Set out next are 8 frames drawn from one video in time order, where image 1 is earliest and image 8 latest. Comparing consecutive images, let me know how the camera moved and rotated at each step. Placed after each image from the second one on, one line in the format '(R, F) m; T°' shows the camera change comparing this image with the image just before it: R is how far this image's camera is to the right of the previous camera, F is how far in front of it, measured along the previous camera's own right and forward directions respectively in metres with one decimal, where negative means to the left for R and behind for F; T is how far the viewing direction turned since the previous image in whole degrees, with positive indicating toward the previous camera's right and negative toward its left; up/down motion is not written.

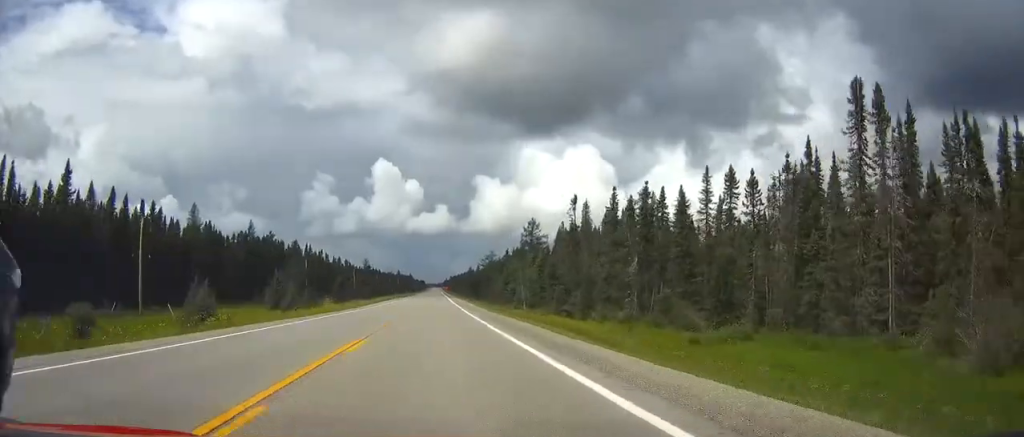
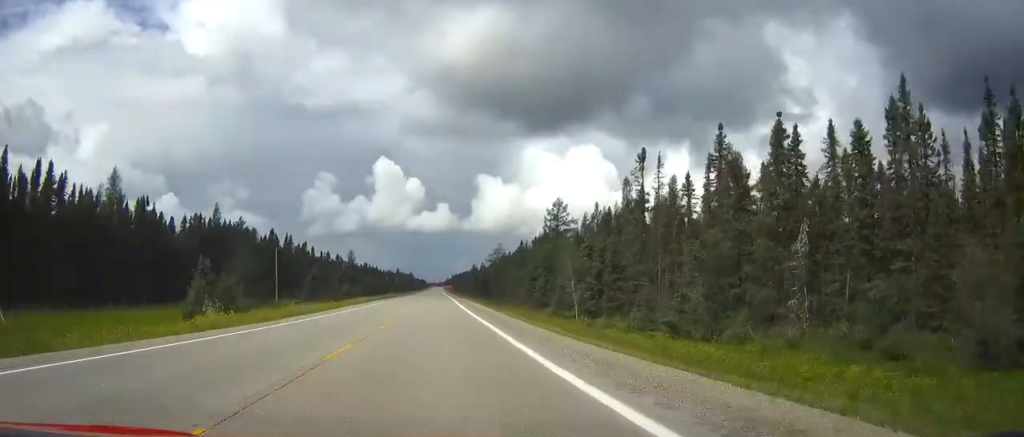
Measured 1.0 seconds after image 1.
(-0.1, +29.6) m; 0°
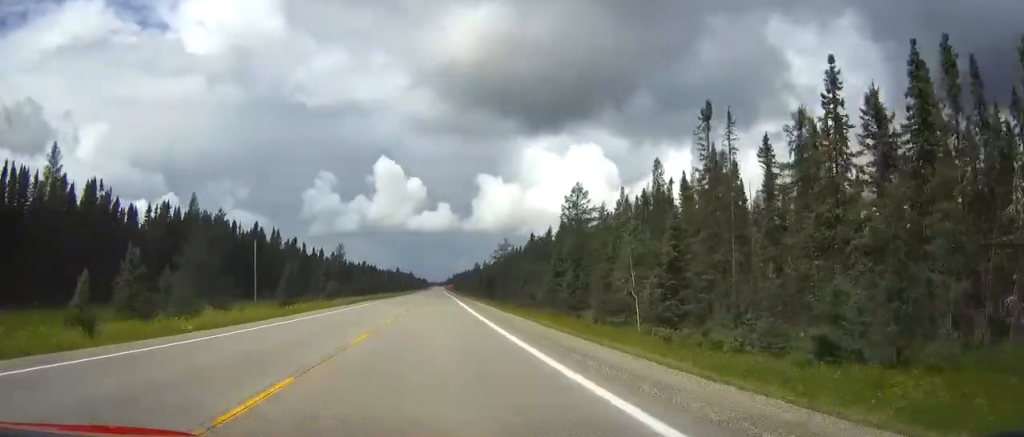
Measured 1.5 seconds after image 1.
(0.0, +15.4) m; 0°
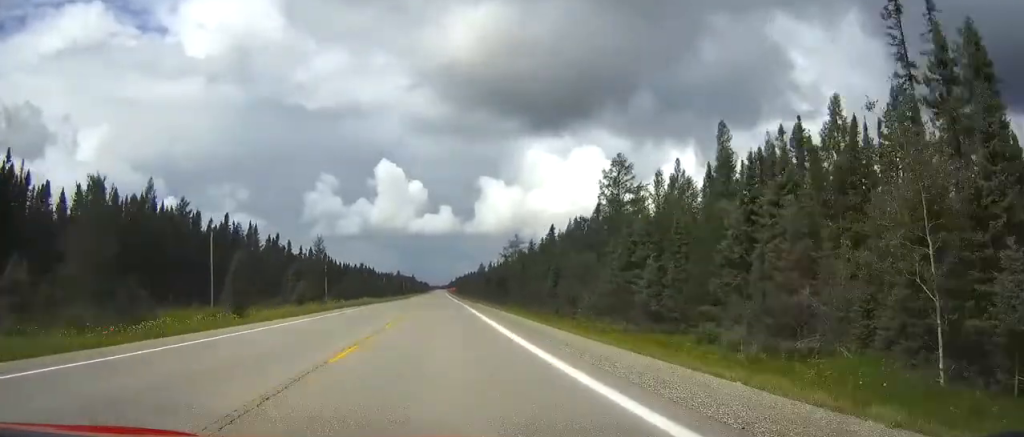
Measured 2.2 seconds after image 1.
(-0.1, +22.8) m; 0°
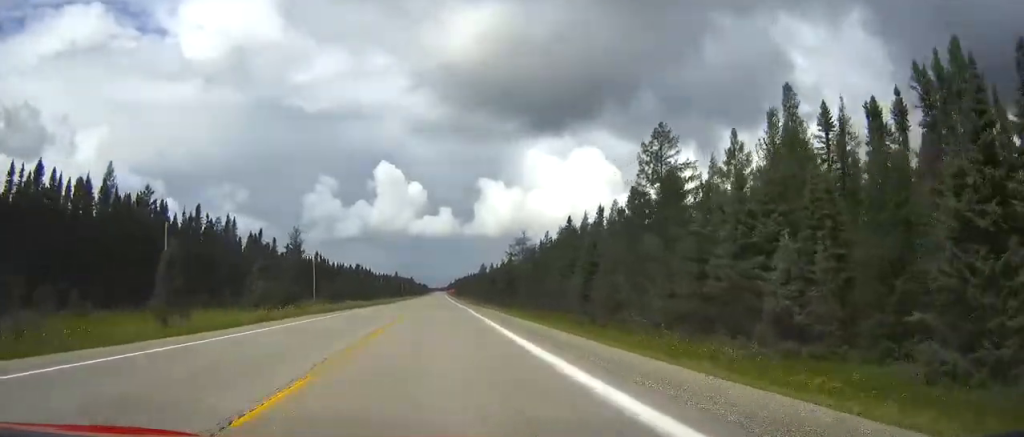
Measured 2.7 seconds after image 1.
(0.0, +15.6) m; 0°
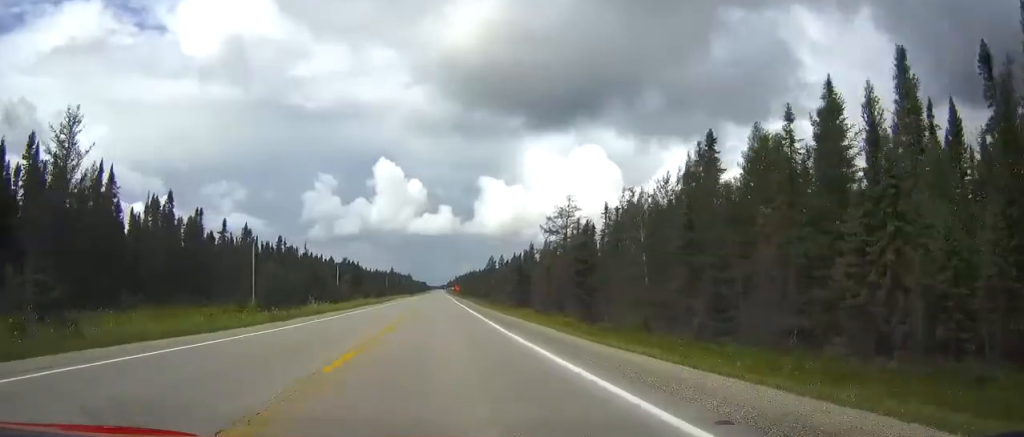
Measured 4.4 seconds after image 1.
(+0.3, +53.2) m; +1°
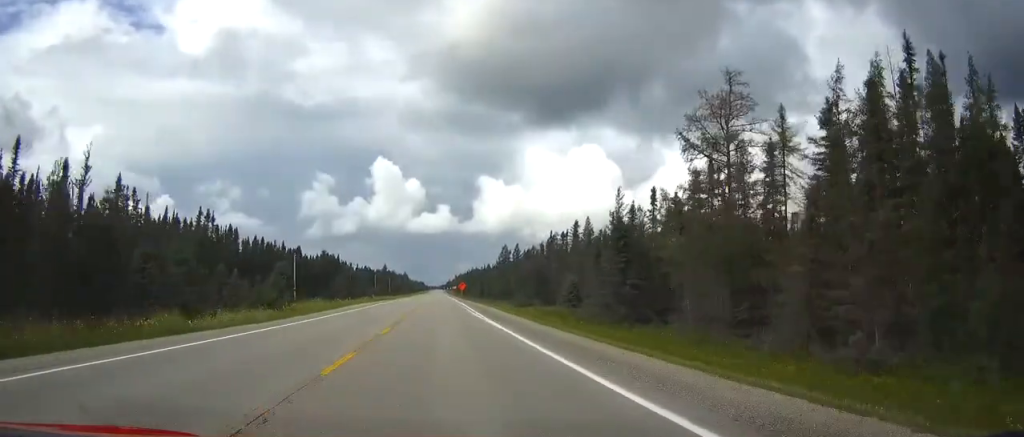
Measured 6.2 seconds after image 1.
(0.0, +57.8) m; 0°
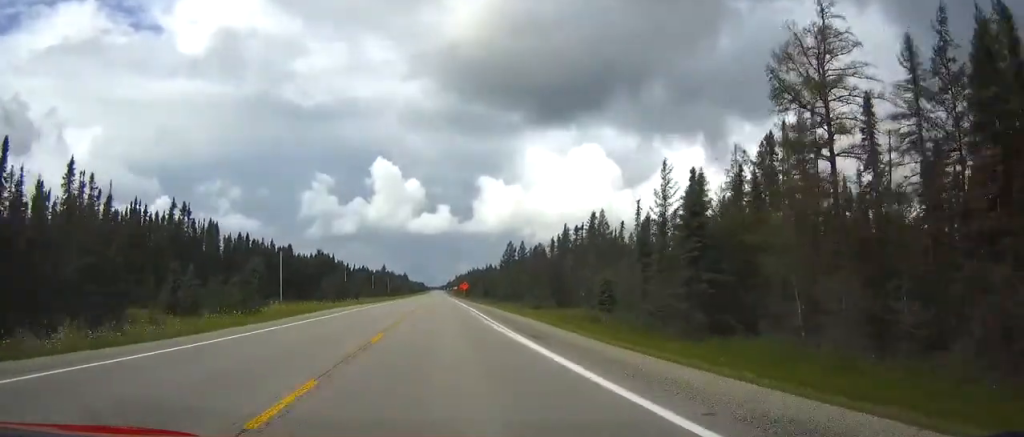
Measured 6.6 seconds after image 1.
(0.0, +12.6) m; 0°
